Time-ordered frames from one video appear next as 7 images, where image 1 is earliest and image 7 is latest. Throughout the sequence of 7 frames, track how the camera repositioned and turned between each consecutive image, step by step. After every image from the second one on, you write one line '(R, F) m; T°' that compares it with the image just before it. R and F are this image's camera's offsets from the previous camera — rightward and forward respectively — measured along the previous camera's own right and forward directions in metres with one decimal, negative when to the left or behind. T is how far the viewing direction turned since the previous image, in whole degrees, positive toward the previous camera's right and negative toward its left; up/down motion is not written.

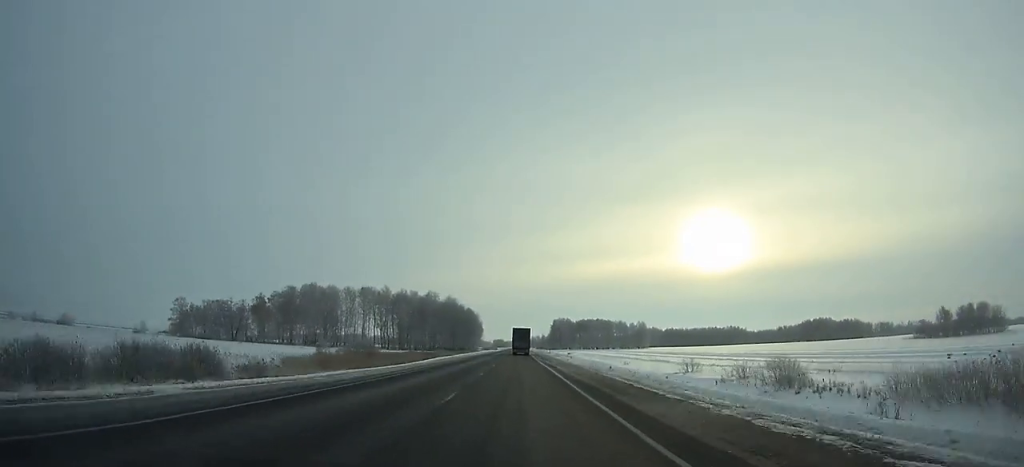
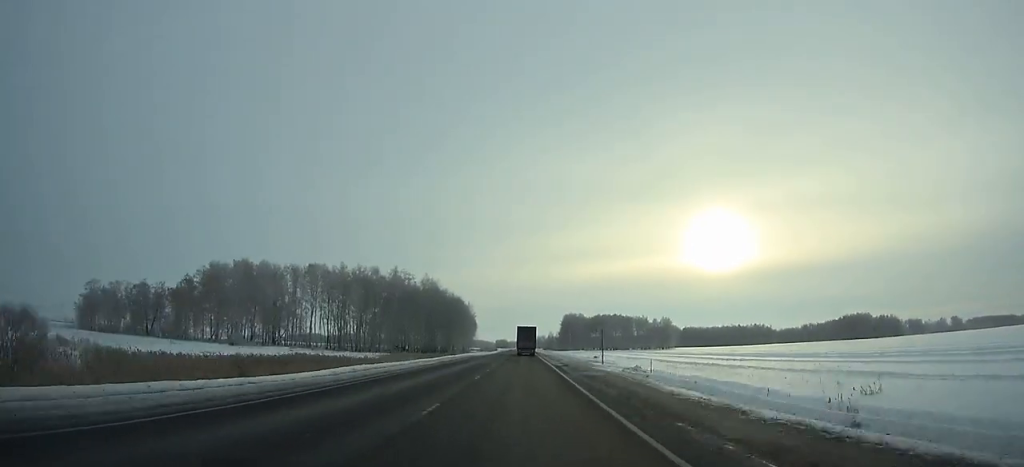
(0.0, +62.4) m; 0°
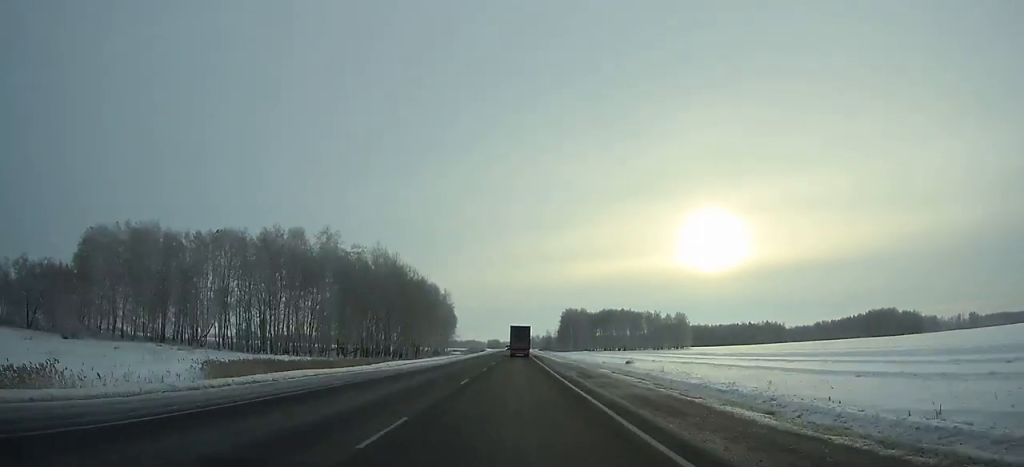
(+0.1, +50.2) m; 0°
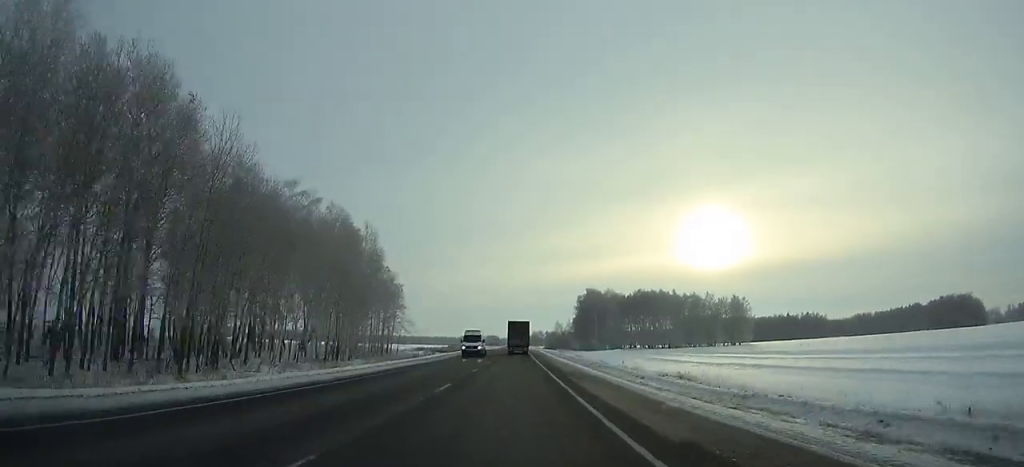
(-0.1, +87.3) m; 0°
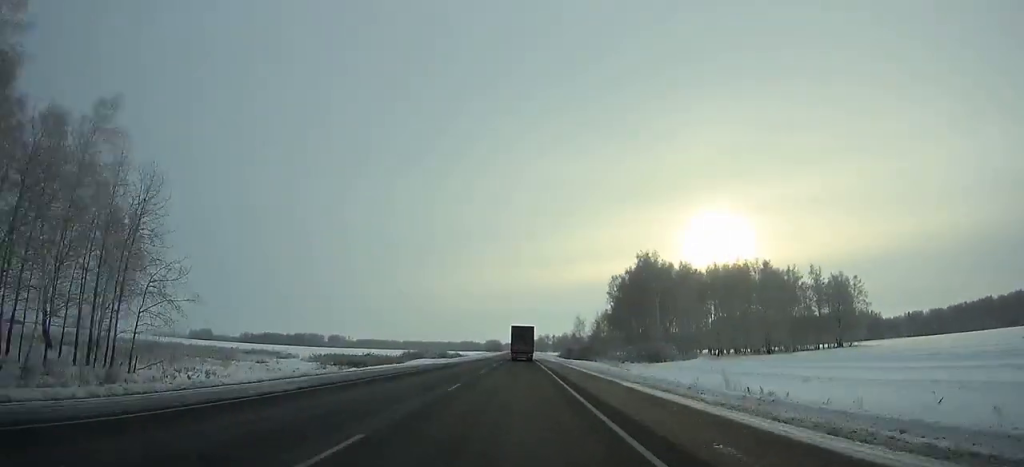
(-0.2, +81.6) m; 0°
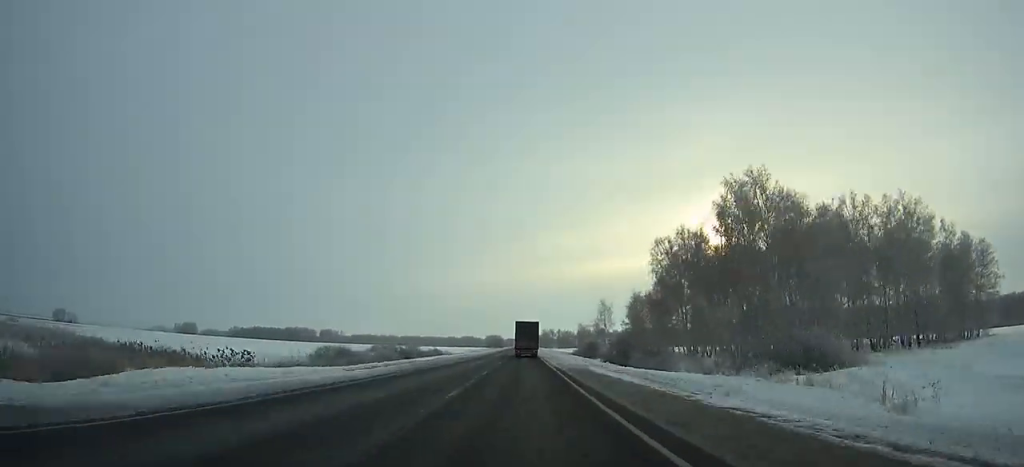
(0.0, +50.3) m; 0°
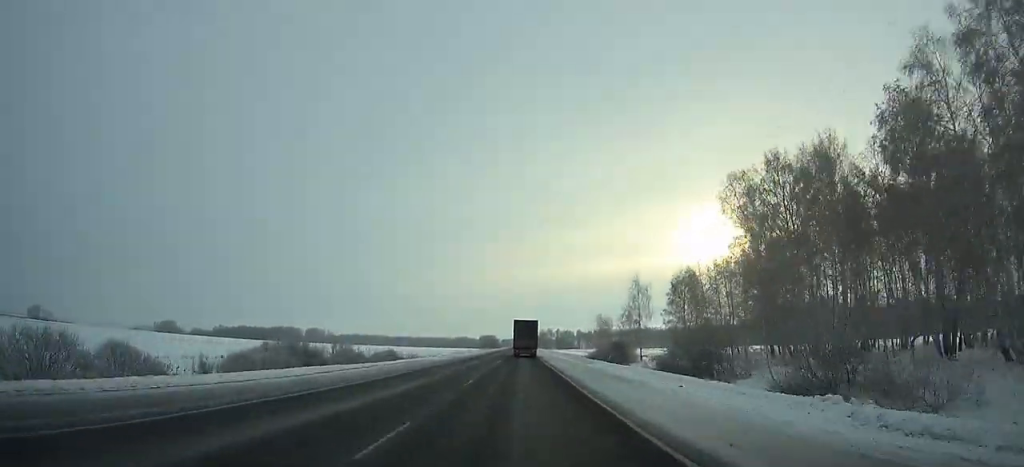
(0.0, +43.5) m; 0°
